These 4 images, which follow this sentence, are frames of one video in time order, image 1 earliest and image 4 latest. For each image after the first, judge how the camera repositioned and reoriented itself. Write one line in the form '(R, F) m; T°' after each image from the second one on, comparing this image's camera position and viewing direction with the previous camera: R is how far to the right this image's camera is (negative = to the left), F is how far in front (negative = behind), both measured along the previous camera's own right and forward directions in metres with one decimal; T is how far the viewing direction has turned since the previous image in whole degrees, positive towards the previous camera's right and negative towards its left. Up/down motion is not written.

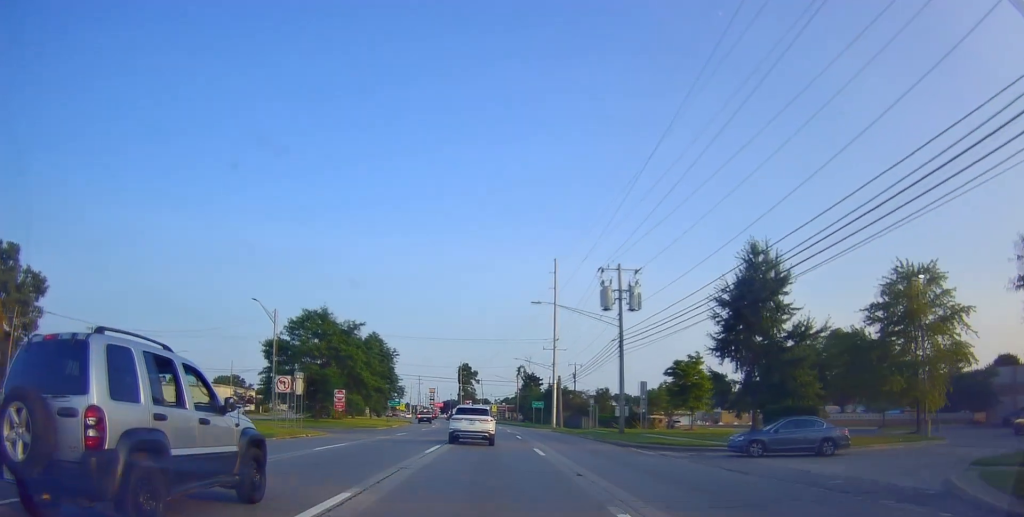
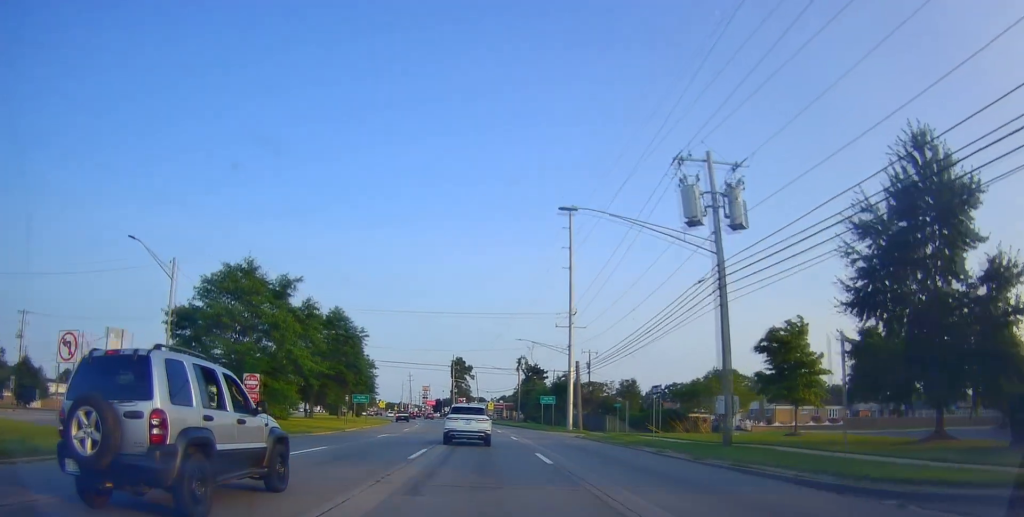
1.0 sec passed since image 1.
(+0.6, +19.3) m; +1°
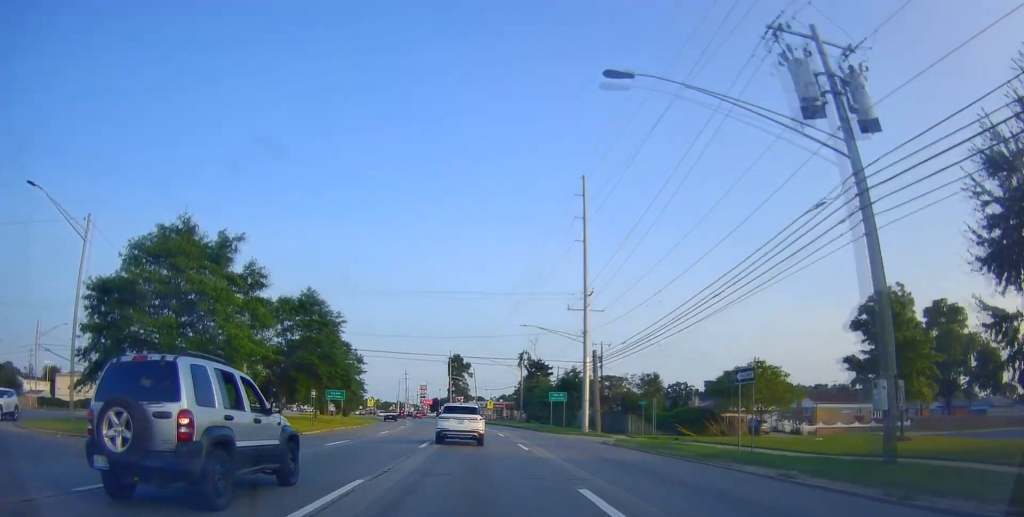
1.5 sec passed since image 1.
(-0.2, +10.2) m; 0°
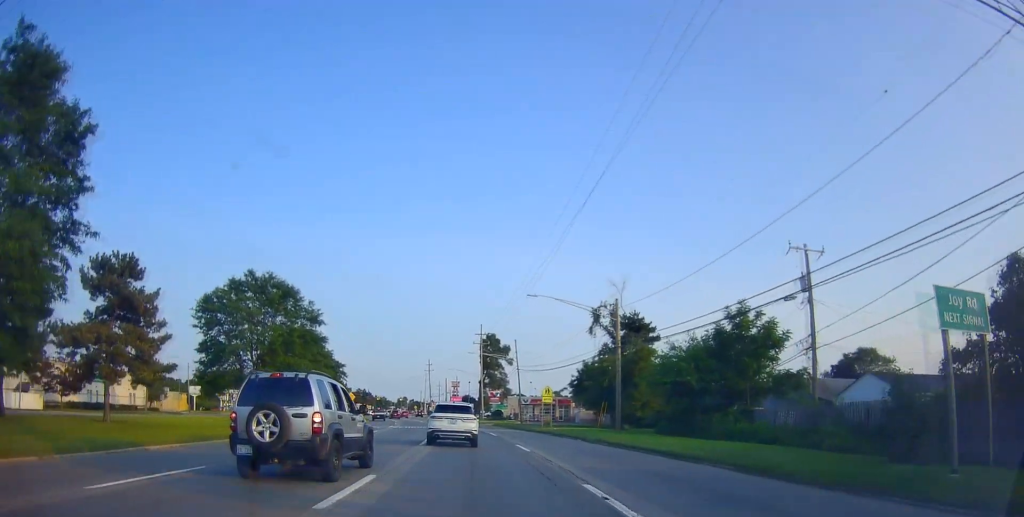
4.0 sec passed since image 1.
(+0.4, +46.1) m; -2°
